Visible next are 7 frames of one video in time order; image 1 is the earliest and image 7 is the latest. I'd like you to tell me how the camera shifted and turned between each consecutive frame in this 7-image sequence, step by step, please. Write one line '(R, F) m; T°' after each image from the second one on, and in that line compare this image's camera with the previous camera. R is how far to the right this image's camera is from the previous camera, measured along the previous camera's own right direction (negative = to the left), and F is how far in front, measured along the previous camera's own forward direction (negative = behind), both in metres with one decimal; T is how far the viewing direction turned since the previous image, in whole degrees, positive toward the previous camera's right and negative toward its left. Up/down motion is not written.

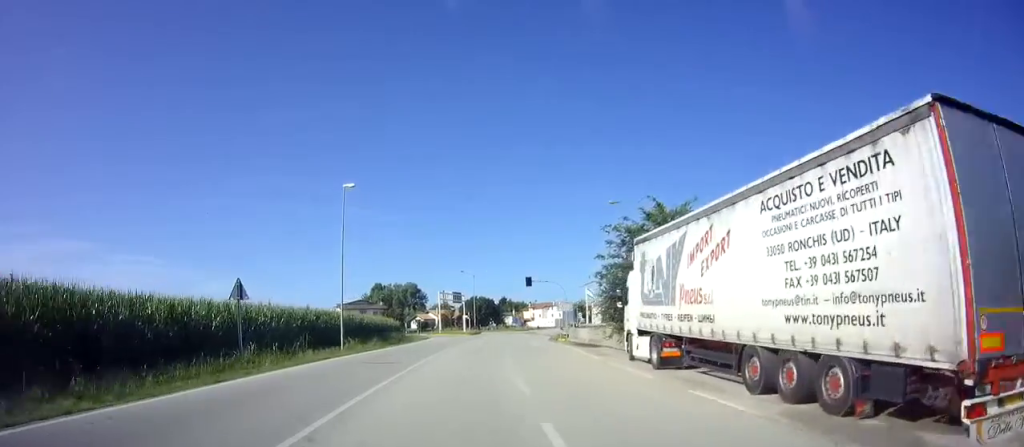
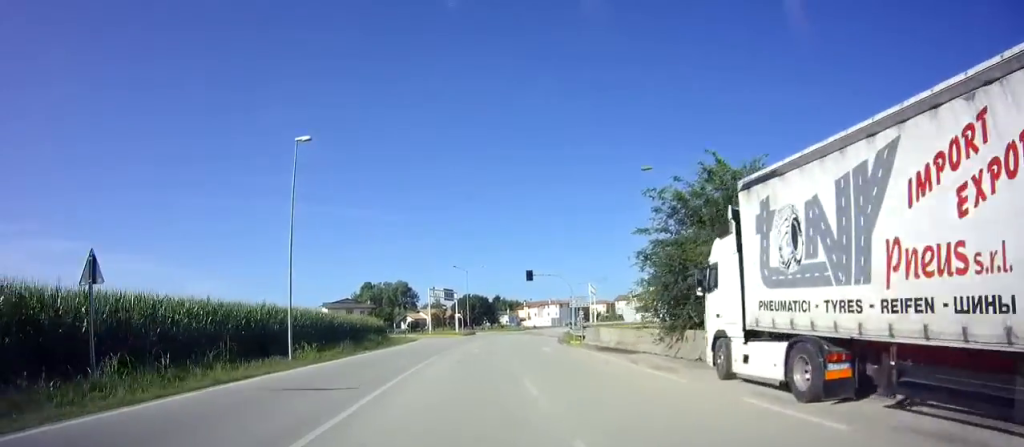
(+0.1, +7.7) m; +1°
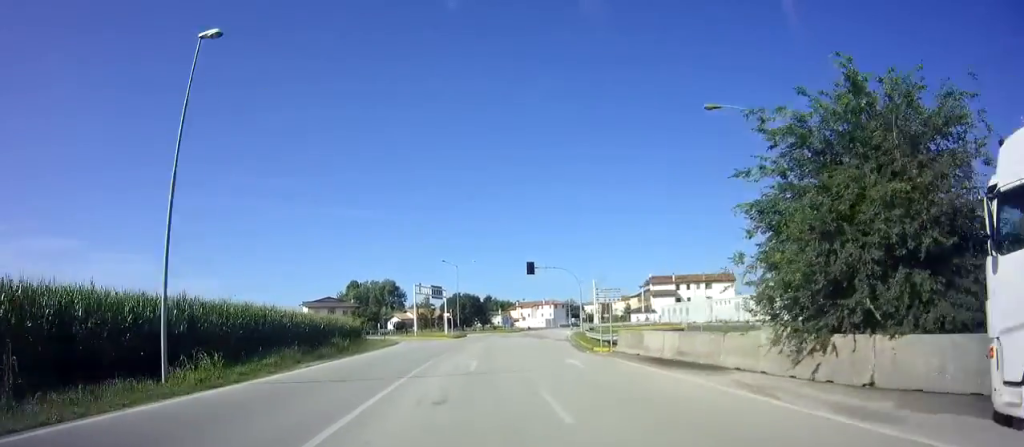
(0.0, +8.4) m; 0°
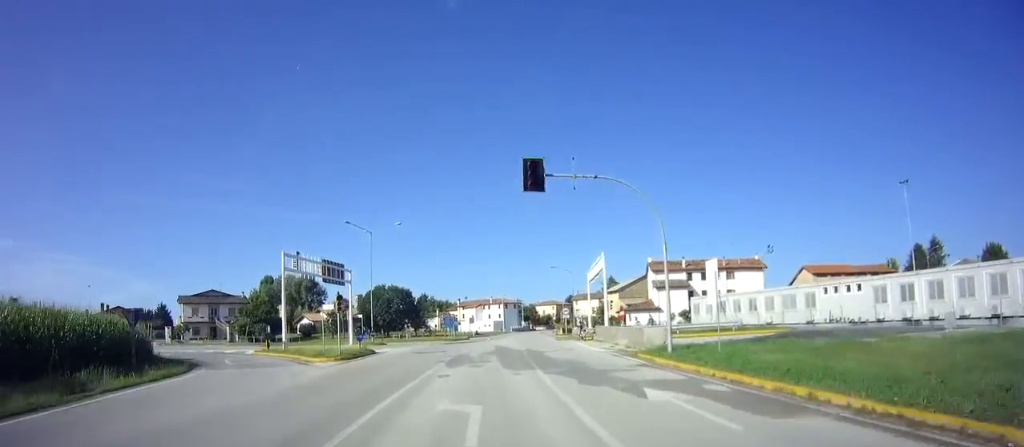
(+1.8, +32.5) m; +8°
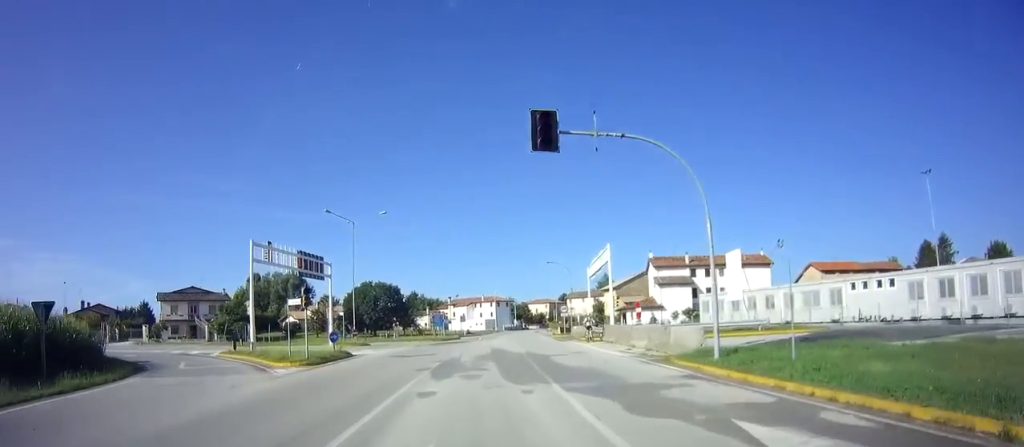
(+0.1, +4.2) m; +1°
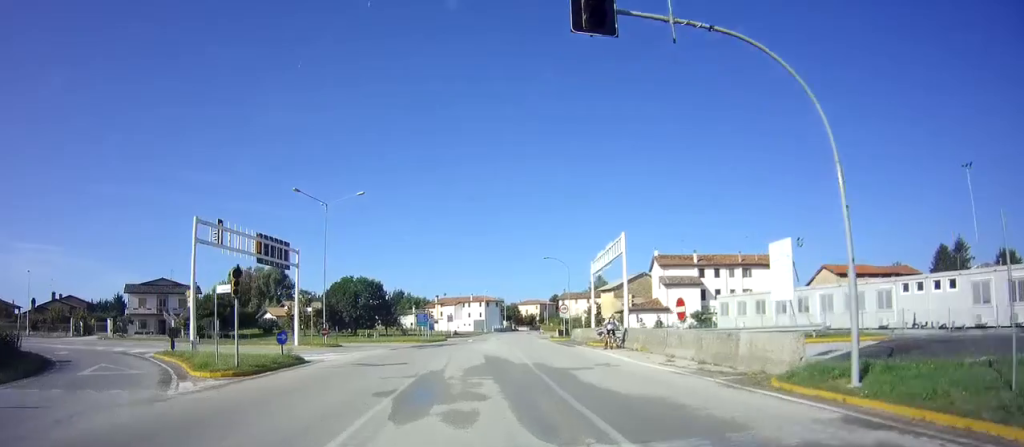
(0.0, +6.4) m; +1°
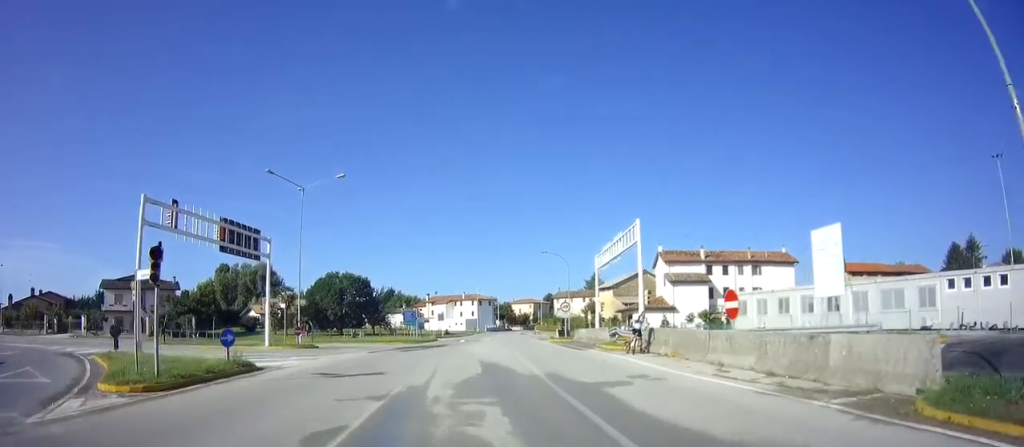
(0.0, +4.4) m; 0°
